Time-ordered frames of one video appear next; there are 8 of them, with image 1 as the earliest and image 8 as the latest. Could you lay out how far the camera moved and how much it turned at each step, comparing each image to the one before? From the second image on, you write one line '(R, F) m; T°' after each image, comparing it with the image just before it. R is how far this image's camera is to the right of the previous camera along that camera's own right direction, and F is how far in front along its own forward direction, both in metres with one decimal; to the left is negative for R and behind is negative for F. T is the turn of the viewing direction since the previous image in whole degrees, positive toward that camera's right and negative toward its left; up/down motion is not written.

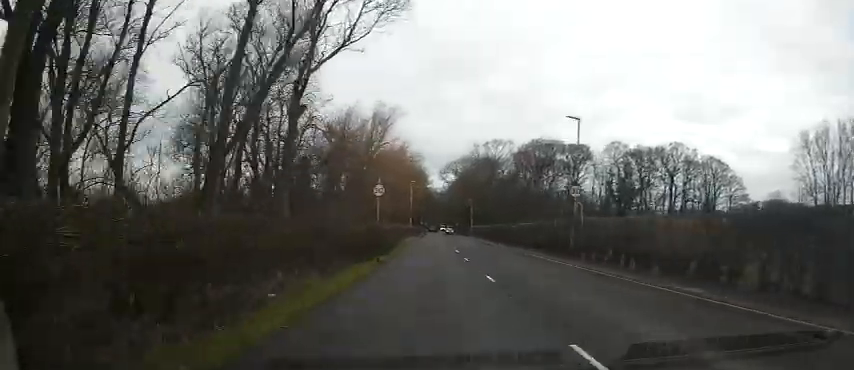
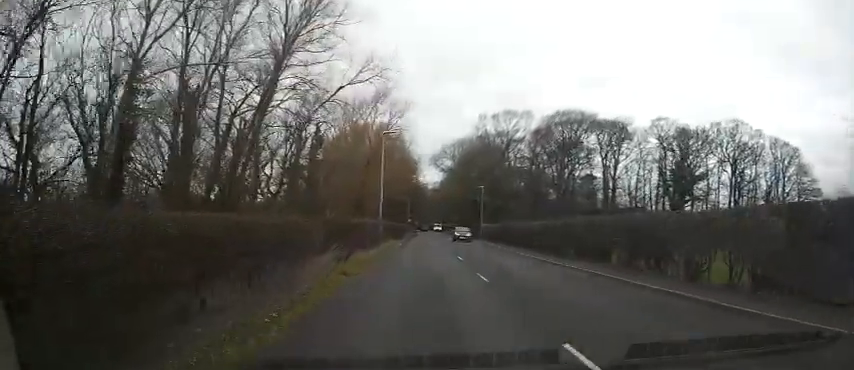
(-0.5, +26.3) m; -1°
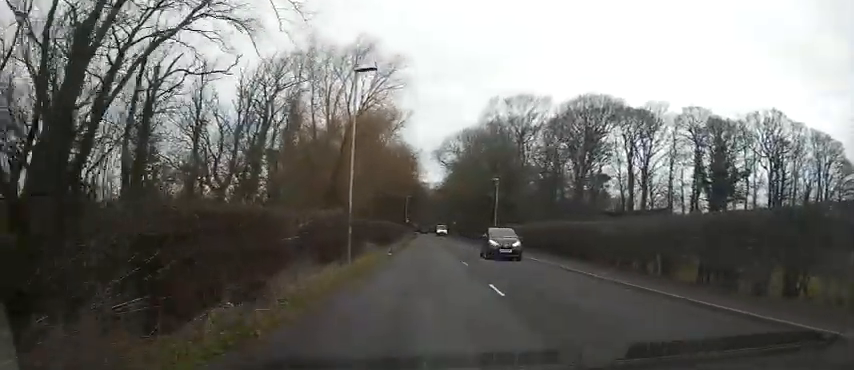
(+0.1, +10.9) m; 0°
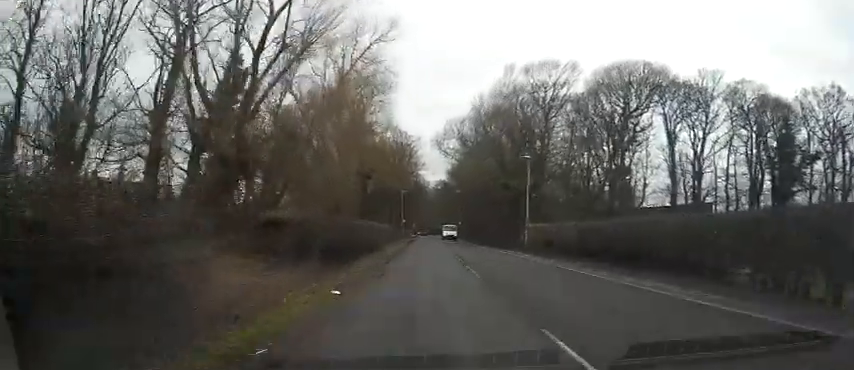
(0.0, +14.3) m; -1°
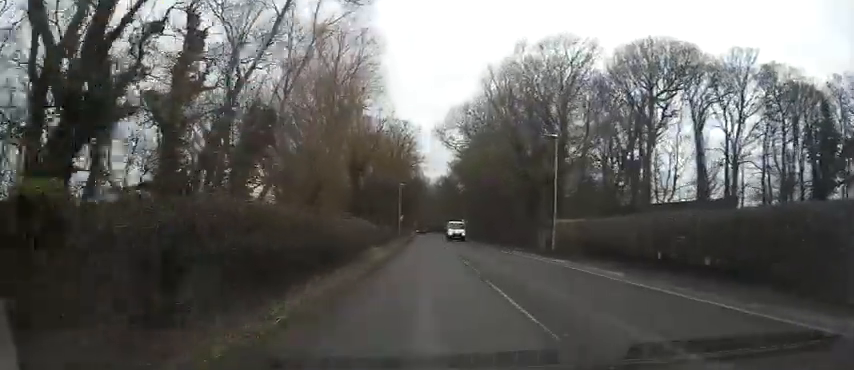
(+0.1, +6.7) m; -1°
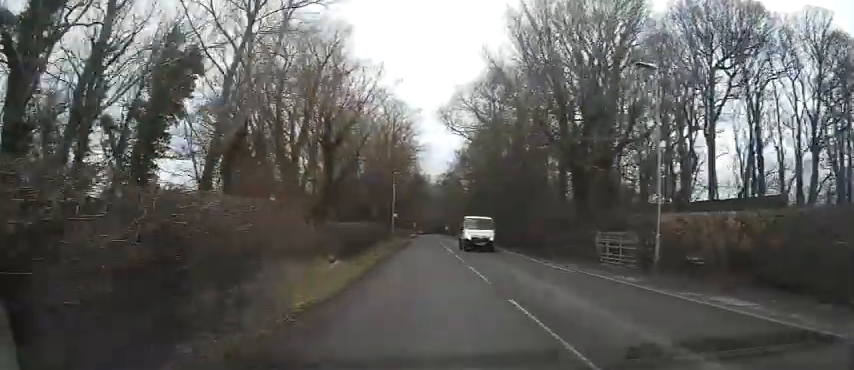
(-0.5, +9.8) m; +2°
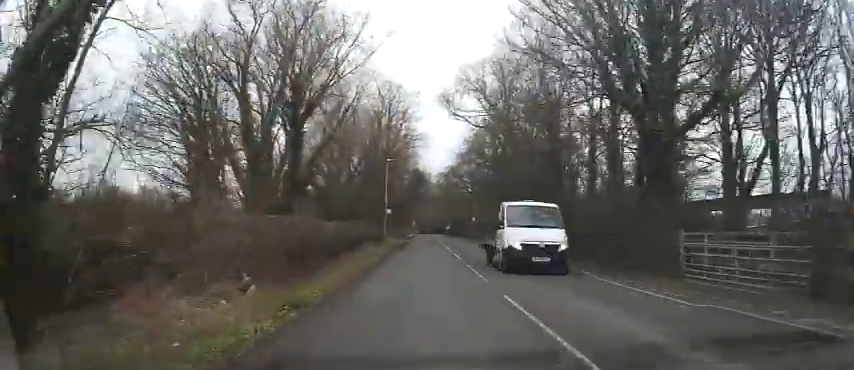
(+0.4, +8.2) m; +2°
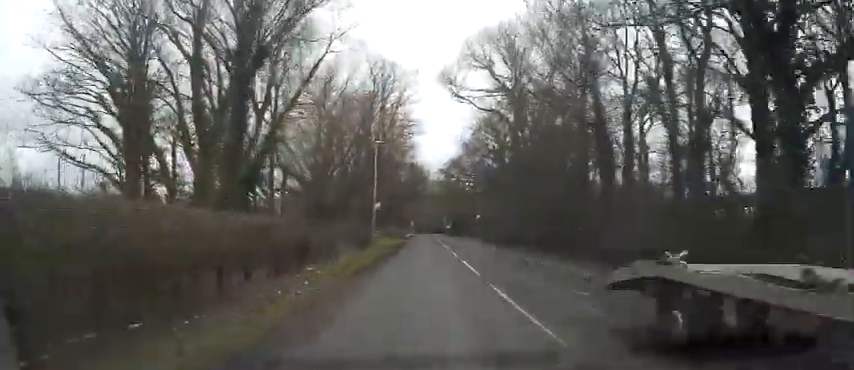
(+0.3, +7.5) m; +1°
